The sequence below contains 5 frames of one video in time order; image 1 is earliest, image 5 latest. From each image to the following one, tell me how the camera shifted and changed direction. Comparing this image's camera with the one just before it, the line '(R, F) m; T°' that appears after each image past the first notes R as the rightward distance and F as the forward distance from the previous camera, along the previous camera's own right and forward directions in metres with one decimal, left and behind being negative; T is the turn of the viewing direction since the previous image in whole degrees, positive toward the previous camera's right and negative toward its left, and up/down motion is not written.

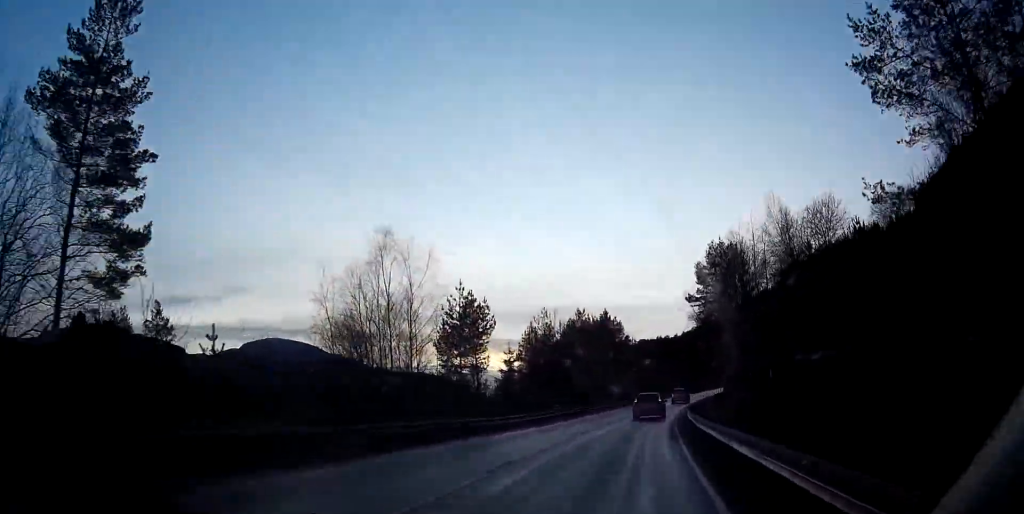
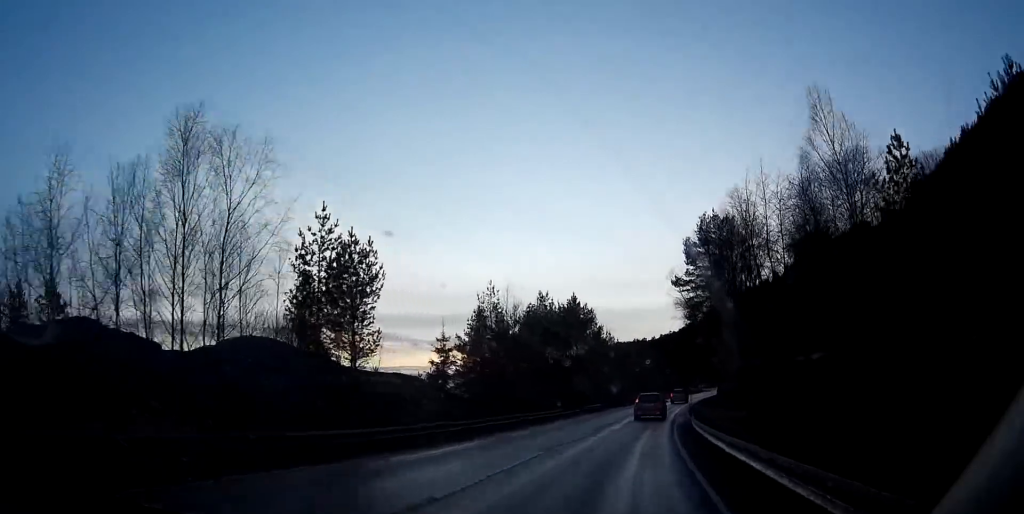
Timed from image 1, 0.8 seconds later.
(+0.3, +16.7) m; +2°
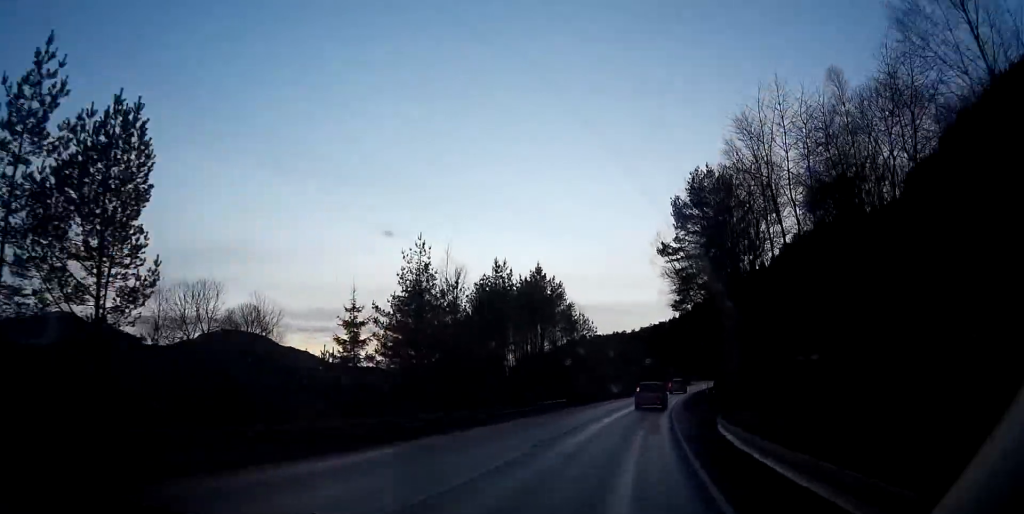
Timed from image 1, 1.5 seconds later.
(0.0, +14.1) m; +1°
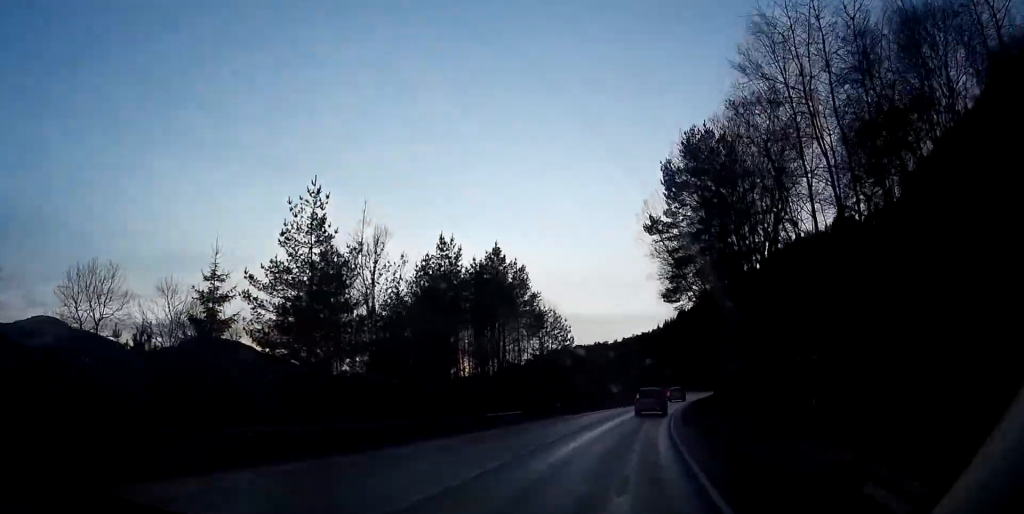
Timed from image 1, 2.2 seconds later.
(+0.2, +12.9) m; +1°
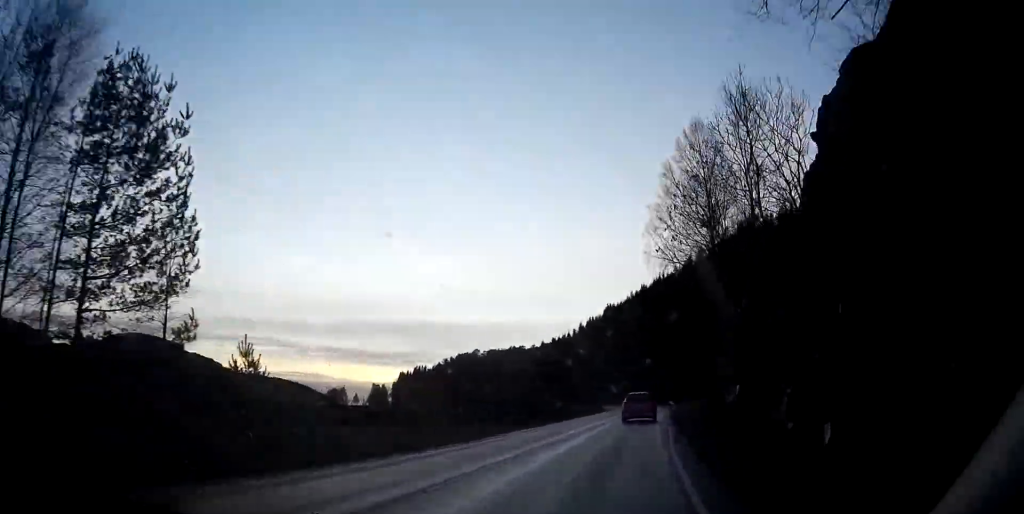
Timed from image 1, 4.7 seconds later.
(+1.5, +52.3) m; +4°
